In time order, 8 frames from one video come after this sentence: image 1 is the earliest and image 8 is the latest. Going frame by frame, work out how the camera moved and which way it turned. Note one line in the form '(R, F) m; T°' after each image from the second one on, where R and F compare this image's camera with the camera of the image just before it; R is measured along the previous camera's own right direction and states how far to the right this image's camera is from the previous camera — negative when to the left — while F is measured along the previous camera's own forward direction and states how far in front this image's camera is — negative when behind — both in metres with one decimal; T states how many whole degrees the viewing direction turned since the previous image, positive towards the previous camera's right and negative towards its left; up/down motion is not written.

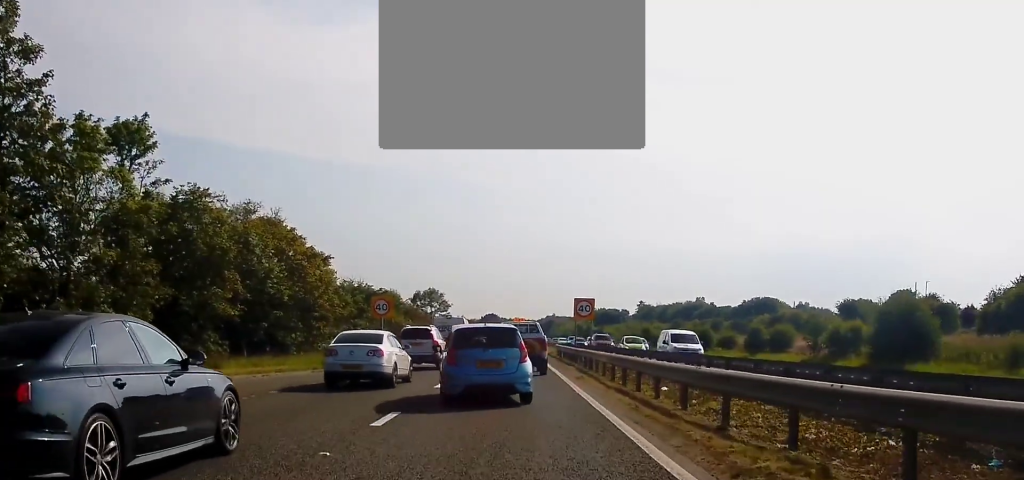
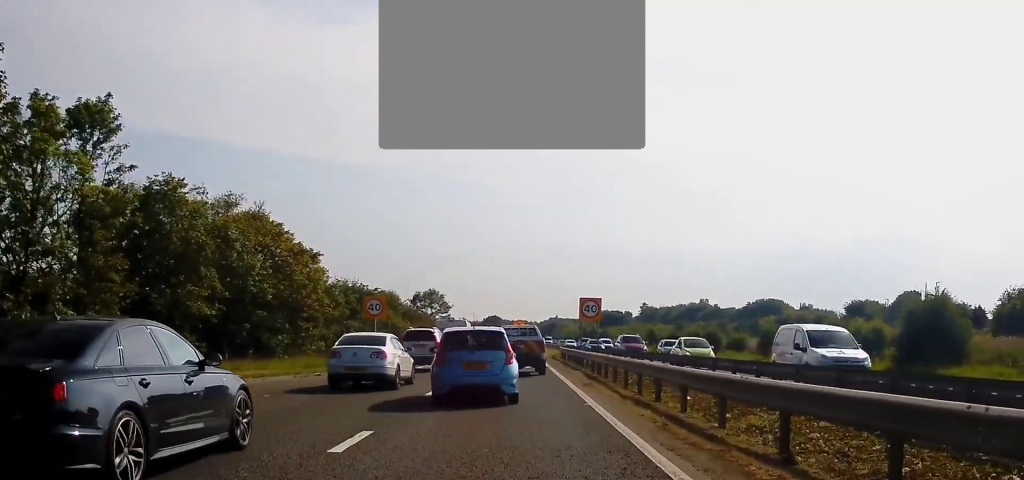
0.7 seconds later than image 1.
(0.0, +2.5) m; +1°
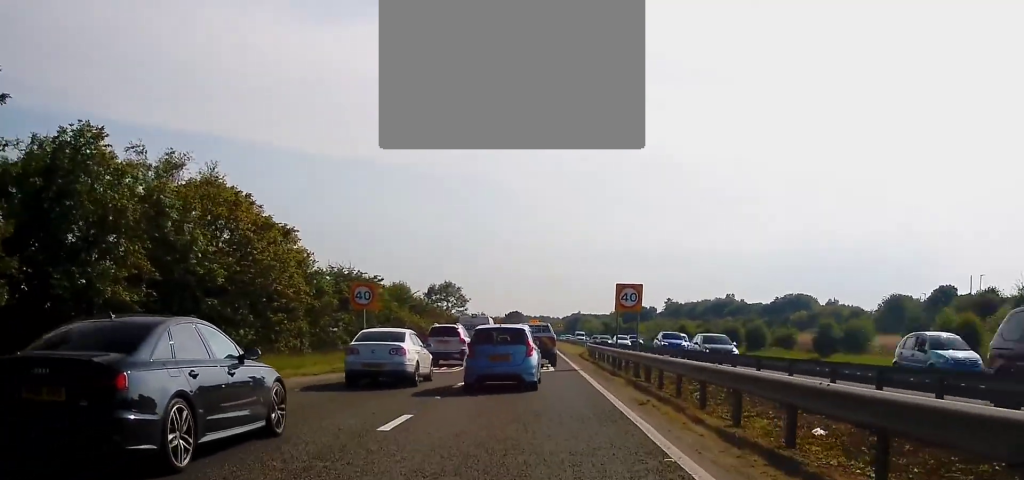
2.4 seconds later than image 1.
(+0.4, +7.1) m; 0°
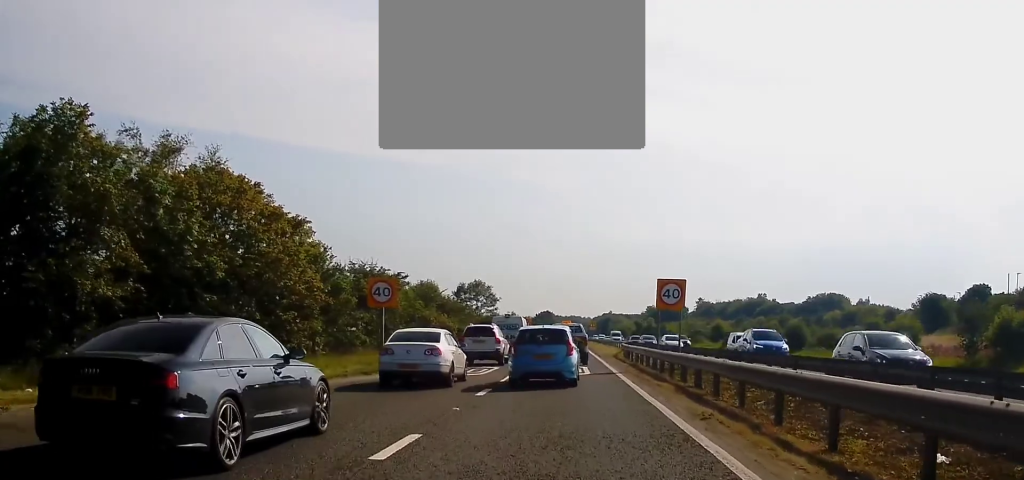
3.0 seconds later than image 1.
(-0.2, +2.5) m; -3°
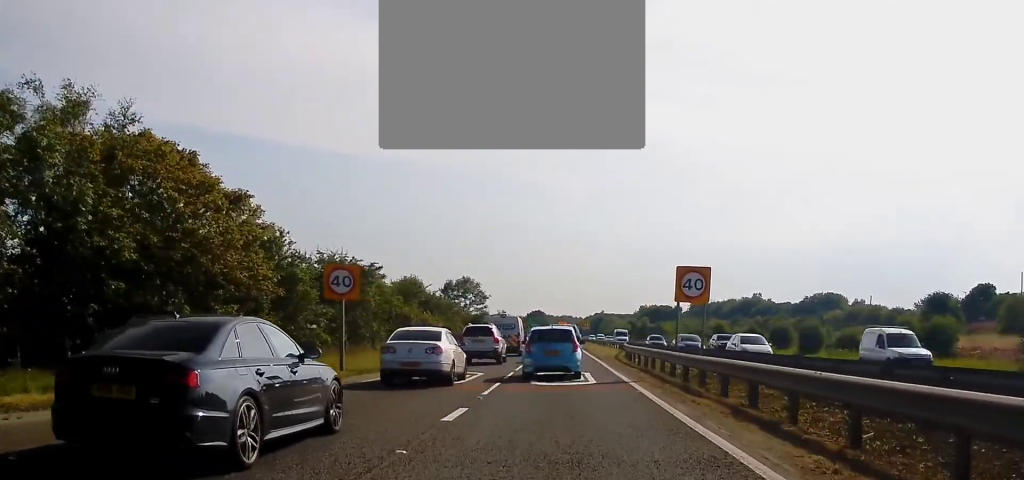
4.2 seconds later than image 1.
(-0.3, +5.3) m; 0°
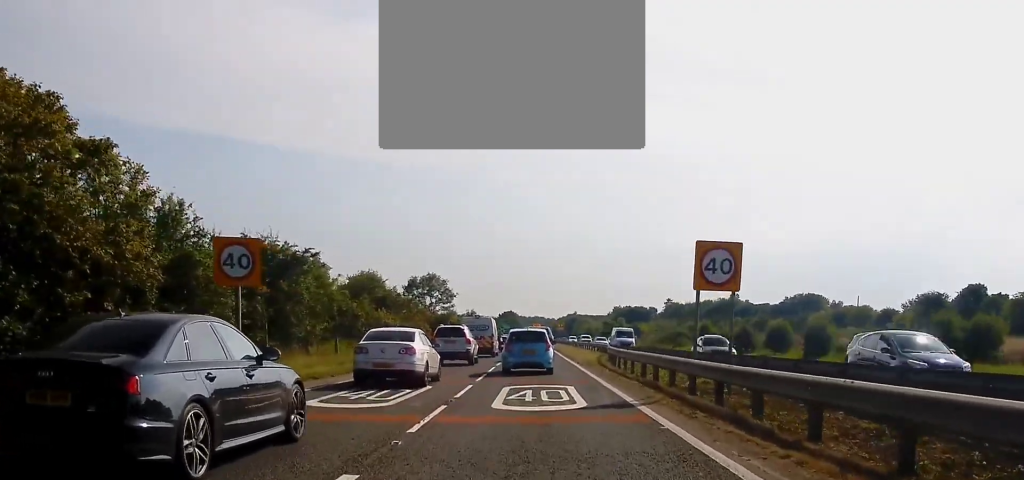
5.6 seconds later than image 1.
(+0.4, +6.7) m; +4°
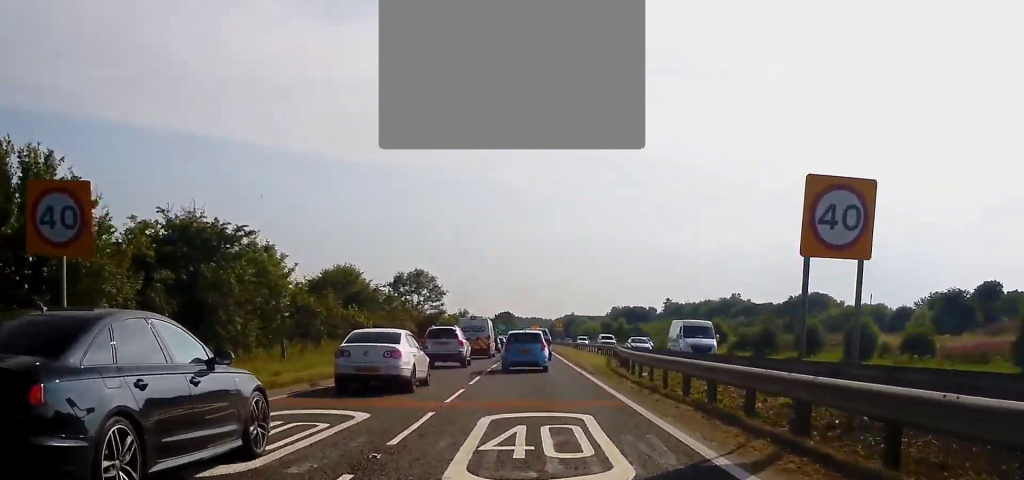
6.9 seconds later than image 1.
(-0.1, +7.6) m; 0°
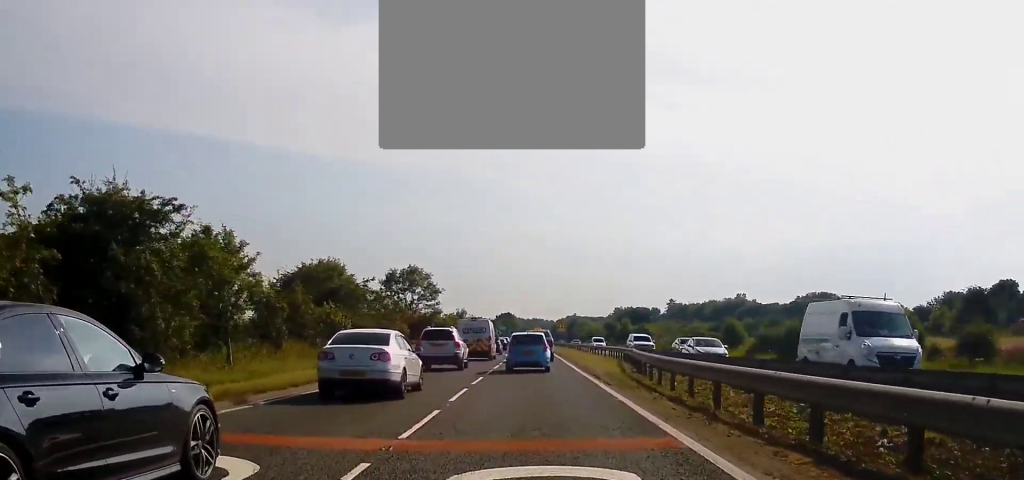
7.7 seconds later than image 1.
(0.0, +5.7) m; +1°
